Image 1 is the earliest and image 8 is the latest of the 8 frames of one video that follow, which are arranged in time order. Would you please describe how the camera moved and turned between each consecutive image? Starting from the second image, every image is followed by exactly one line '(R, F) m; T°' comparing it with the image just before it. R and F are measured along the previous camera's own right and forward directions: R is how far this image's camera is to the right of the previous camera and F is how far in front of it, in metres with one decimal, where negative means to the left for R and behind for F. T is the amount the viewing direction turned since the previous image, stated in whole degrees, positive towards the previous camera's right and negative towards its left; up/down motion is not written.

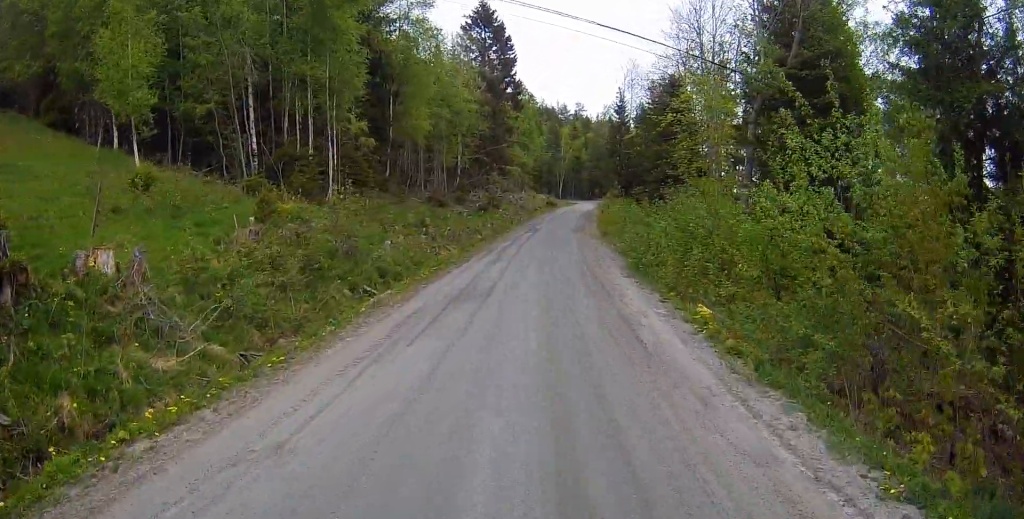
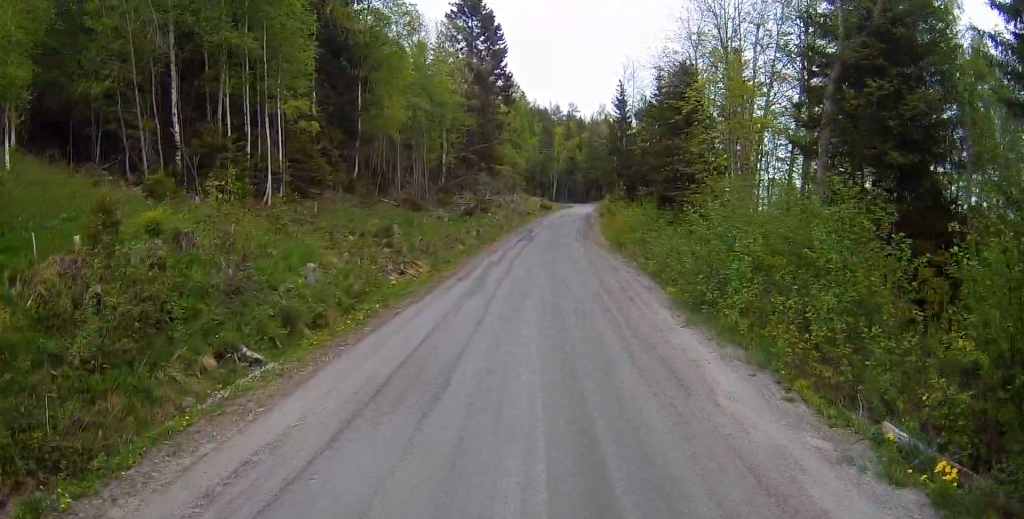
(+0.1, +7.1) m; +2°
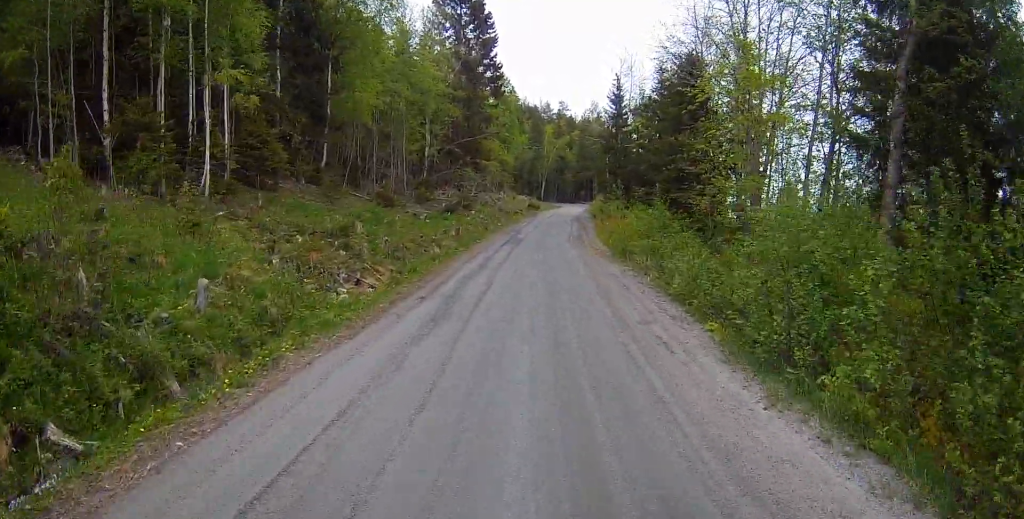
(+0.1, +4.3) m; 0°
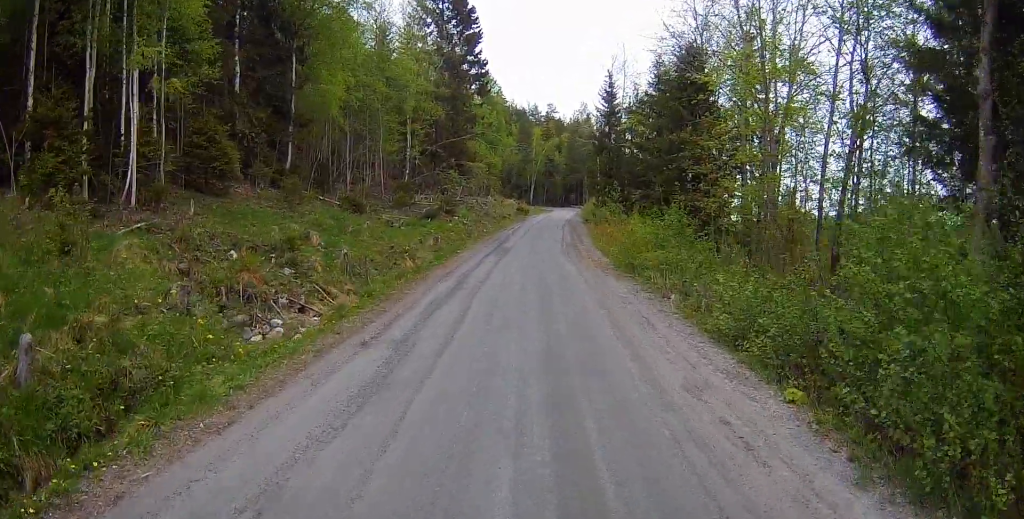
(+0.1, +3.8) m; 0°
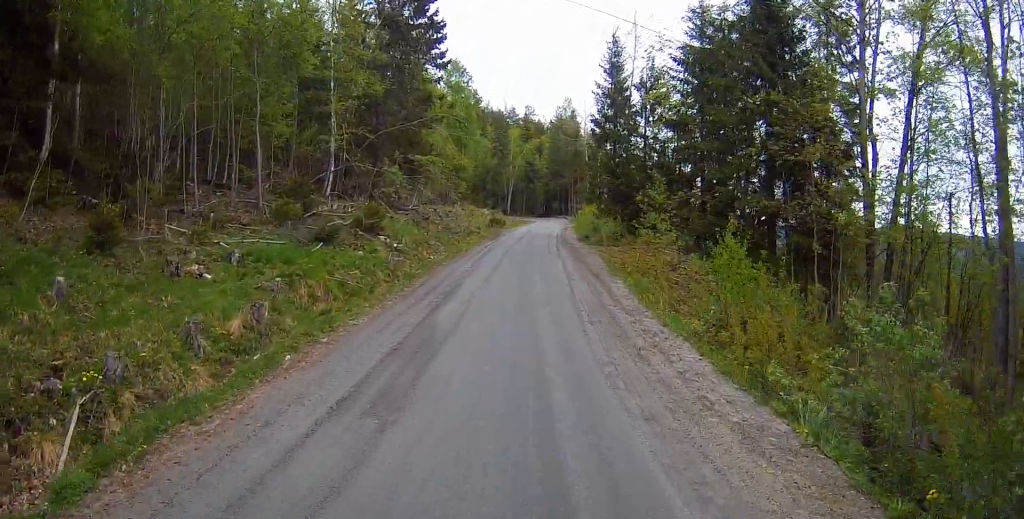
(+0.1, +17.8) m; +2°
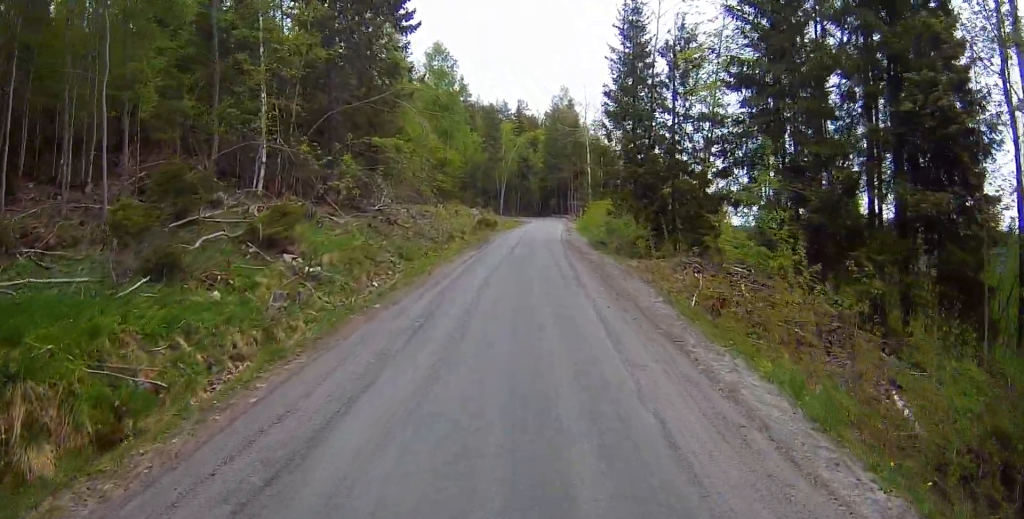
(+0.3, +10.8) m; -1°
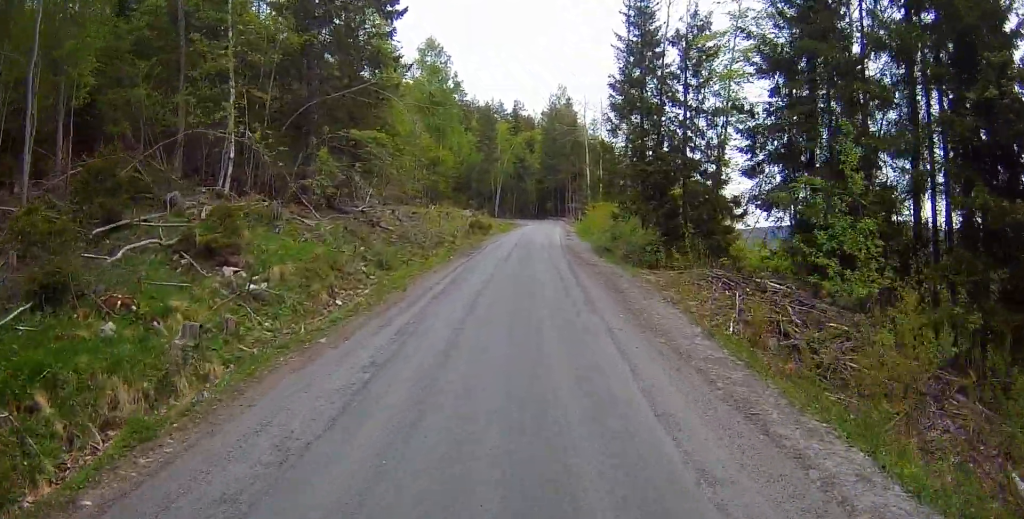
(-0.1, +3.2) m; -3°
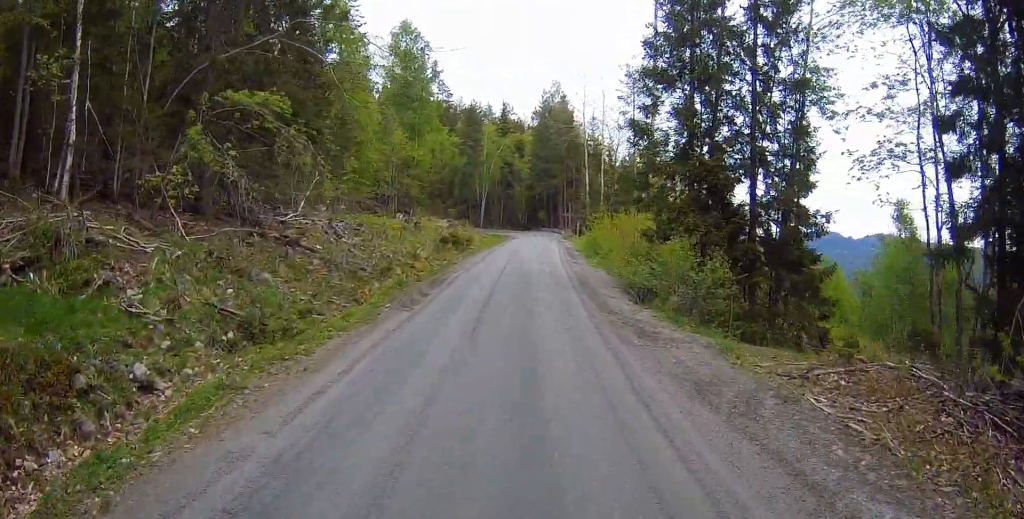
(-1.1, +10.2) m; -6°
